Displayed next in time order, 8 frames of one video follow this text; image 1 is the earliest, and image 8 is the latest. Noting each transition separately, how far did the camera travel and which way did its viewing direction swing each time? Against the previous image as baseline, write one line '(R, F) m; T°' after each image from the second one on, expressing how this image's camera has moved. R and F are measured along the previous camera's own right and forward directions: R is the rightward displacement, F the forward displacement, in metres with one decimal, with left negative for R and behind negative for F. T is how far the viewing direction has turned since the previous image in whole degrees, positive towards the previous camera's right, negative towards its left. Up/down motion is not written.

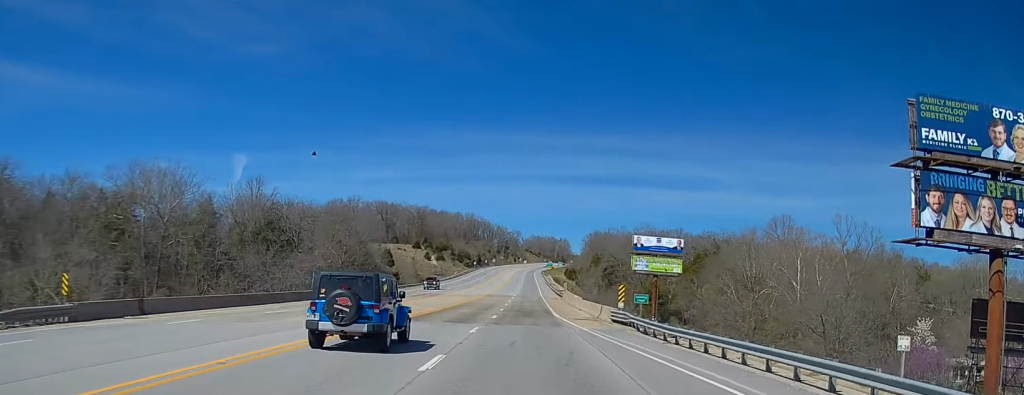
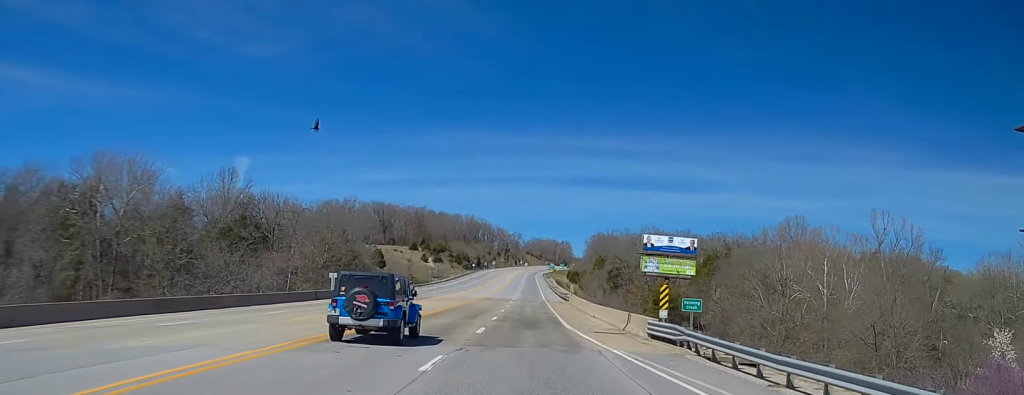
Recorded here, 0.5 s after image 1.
(-0.1, +12.8) m; 0°
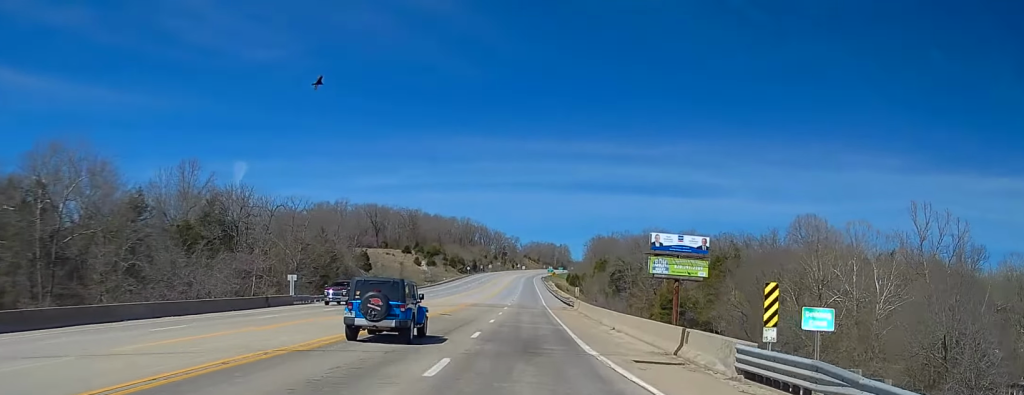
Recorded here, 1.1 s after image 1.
(+0.1, +13.0) m; 0°
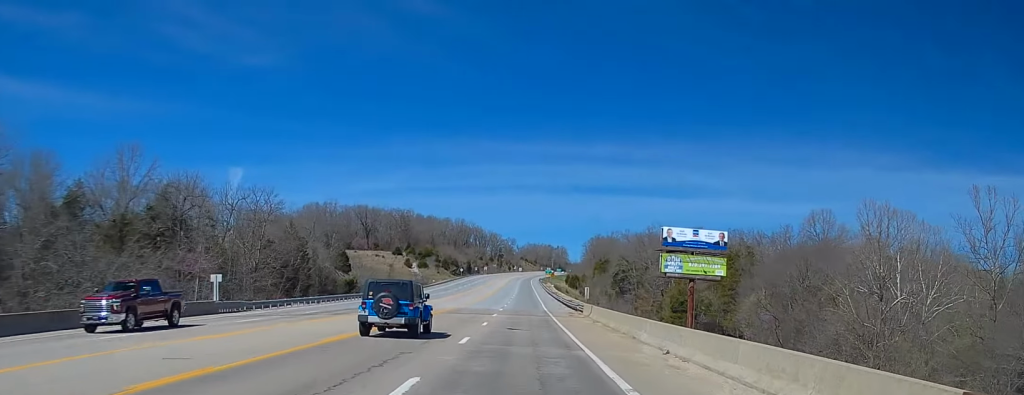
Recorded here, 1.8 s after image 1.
(+0.1, +15.7) m; 0°
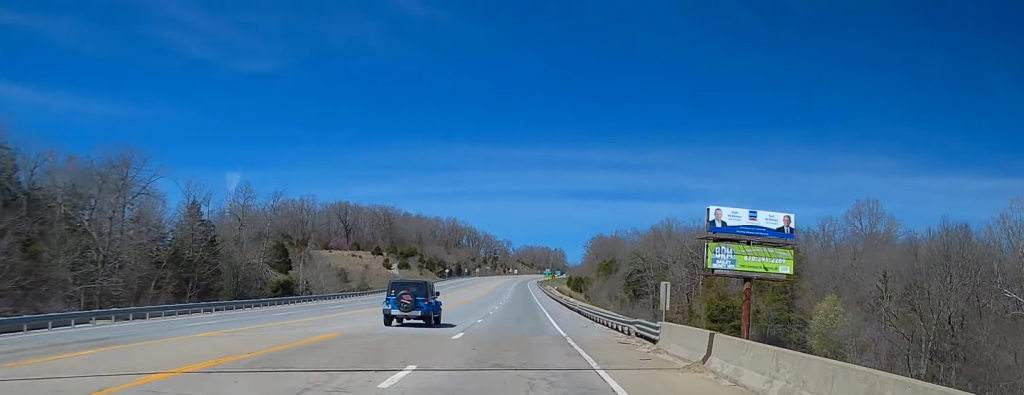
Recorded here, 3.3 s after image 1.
(-0.1, +35.0) m; -1°
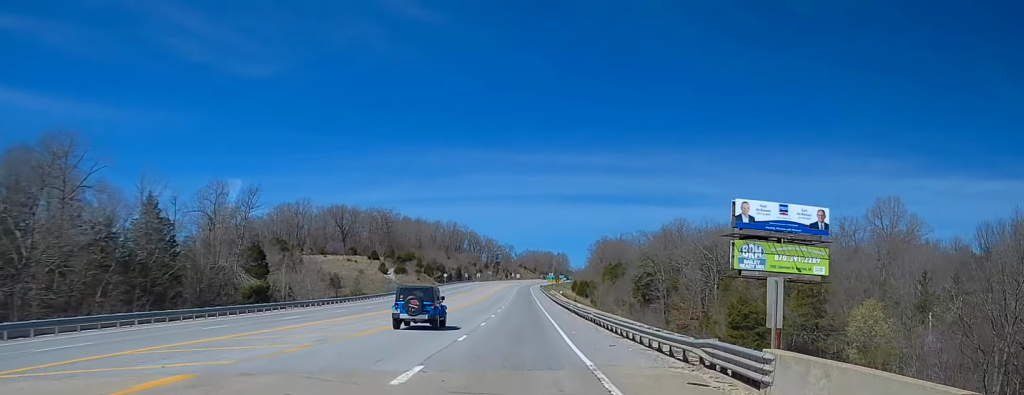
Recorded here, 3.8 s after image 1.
(0.0, +11.1) m; 0°
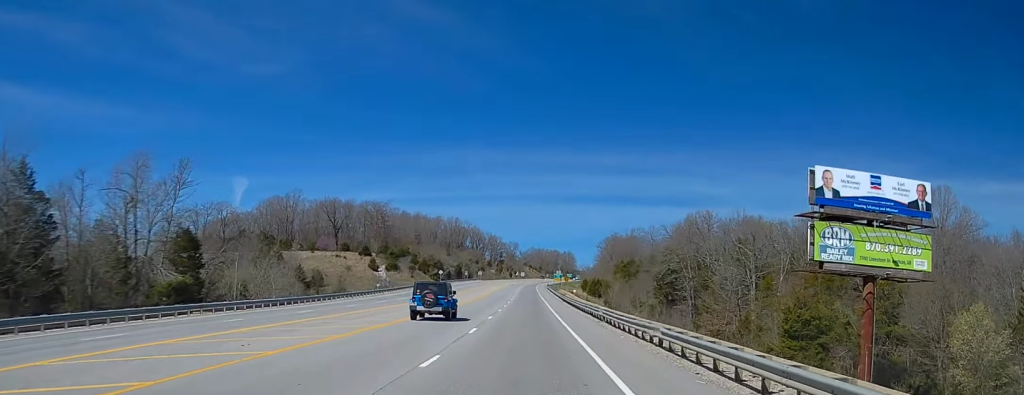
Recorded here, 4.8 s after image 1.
(0.0, +22.5) m; +1°
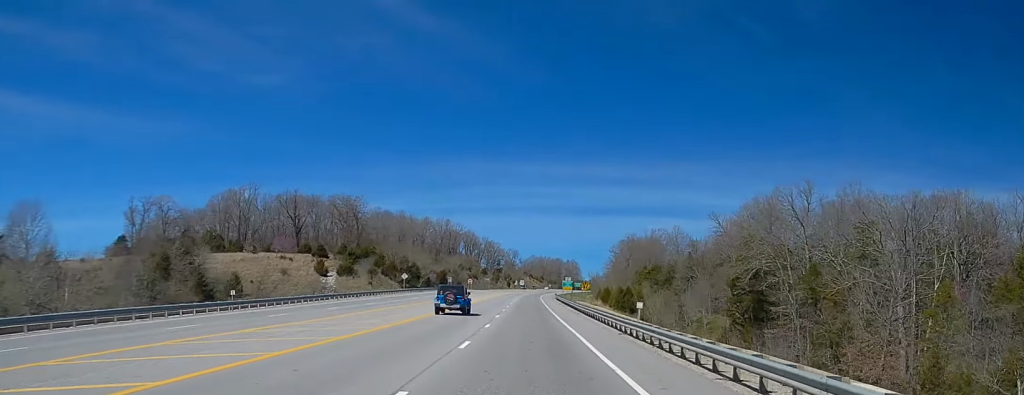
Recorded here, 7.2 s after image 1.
(+0.1, +54.4) m; -1°
